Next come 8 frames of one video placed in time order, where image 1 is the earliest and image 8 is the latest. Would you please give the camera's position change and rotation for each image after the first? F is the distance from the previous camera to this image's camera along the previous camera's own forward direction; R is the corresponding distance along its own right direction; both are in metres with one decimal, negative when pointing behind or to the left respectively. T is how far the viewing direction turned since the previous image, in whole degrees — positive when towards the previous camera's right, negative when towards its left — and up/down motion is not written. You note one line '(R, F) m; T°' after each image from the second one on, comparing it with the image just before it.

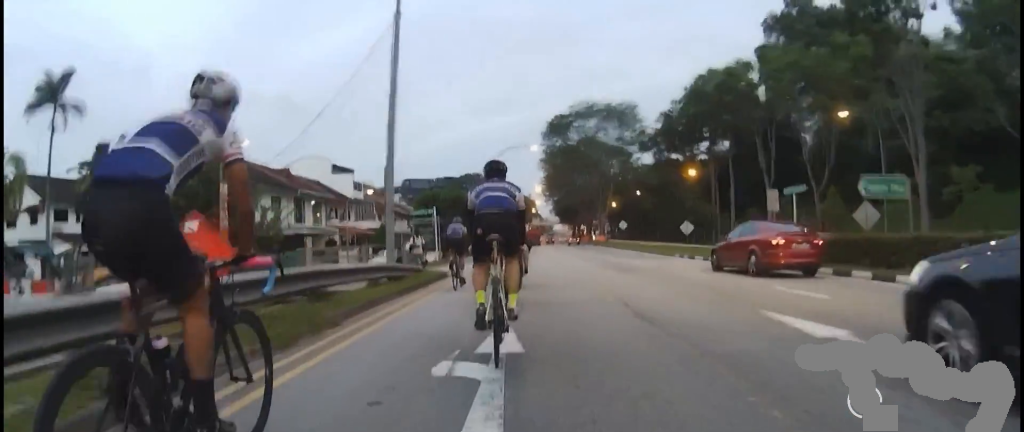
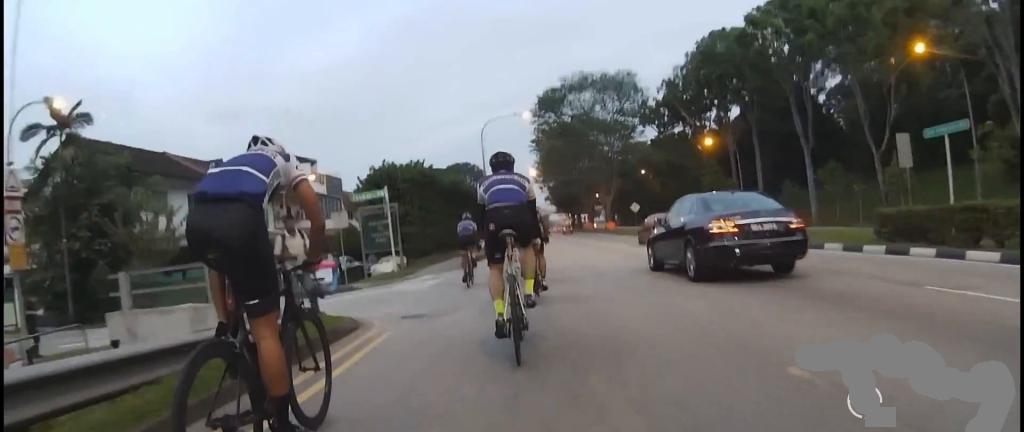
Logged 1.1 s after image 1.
(-0.6, +10.5) m; -2°
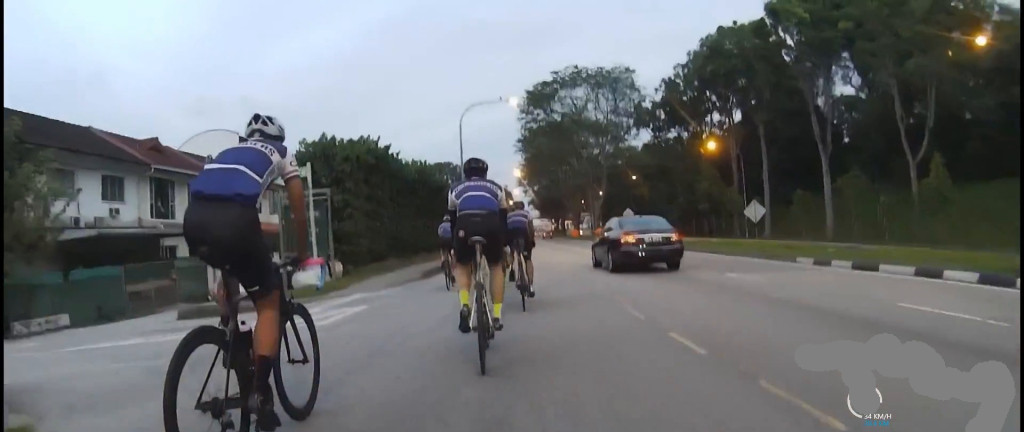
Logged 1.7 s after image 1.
(0.0, +6.1) m; +2°
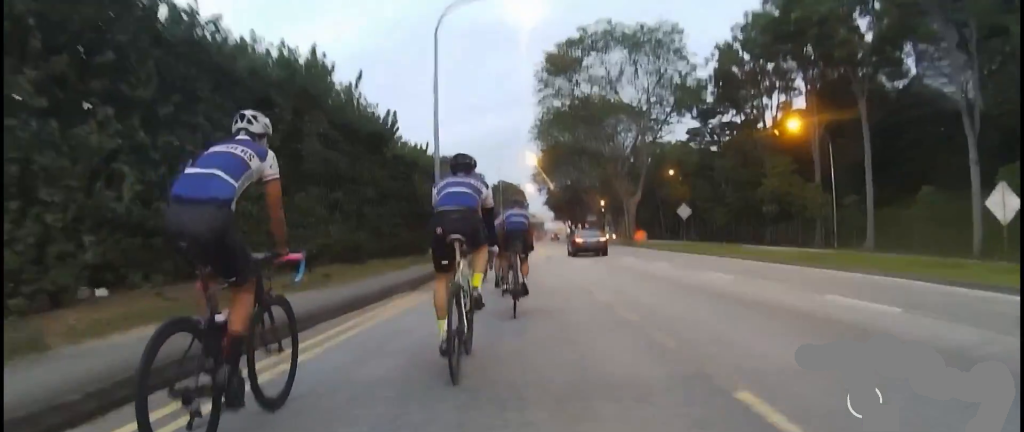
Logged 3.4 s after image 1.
(+1.3, +16.1) m; +10°
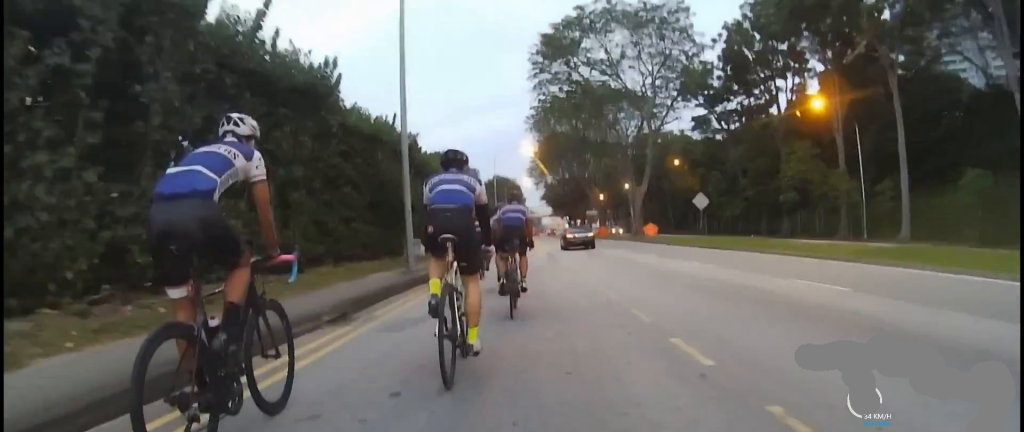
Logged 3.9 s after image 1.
(+0.4, +4.9) m; 0°
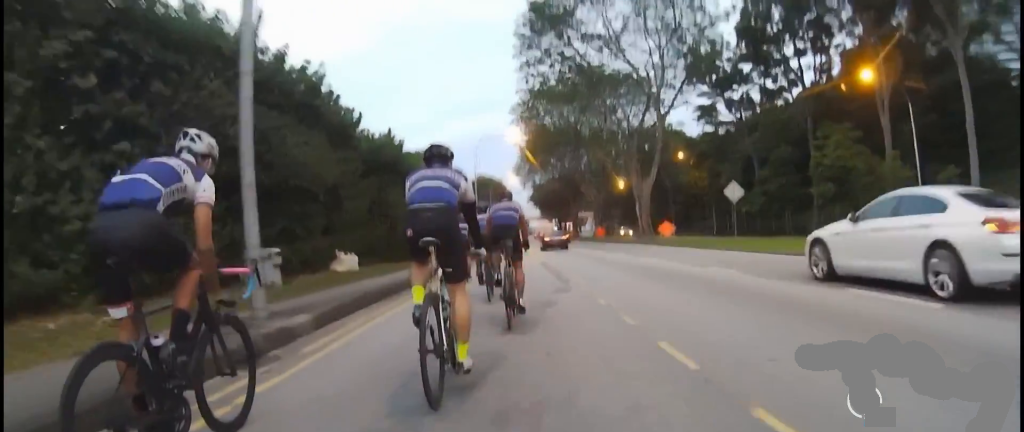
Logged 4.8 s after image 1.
(+0.1, +8.0) m; -2°
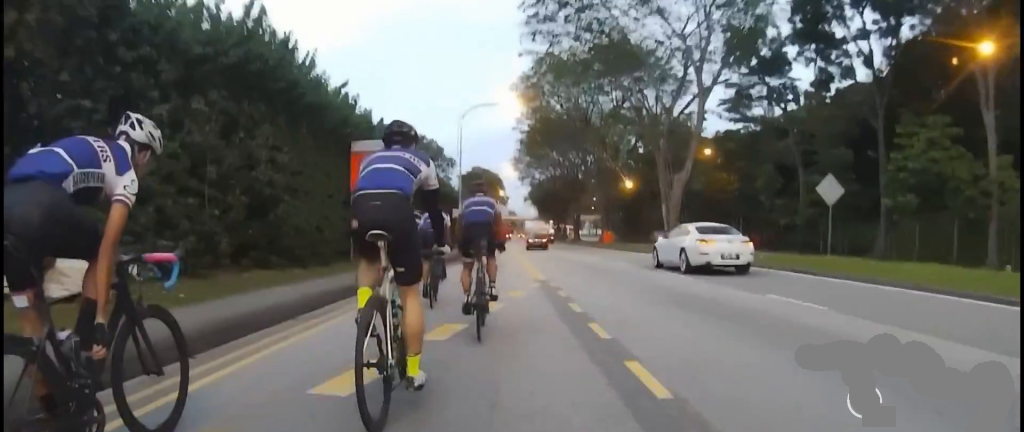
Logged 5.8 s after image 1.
(-0.7, +10.0) m; -7°
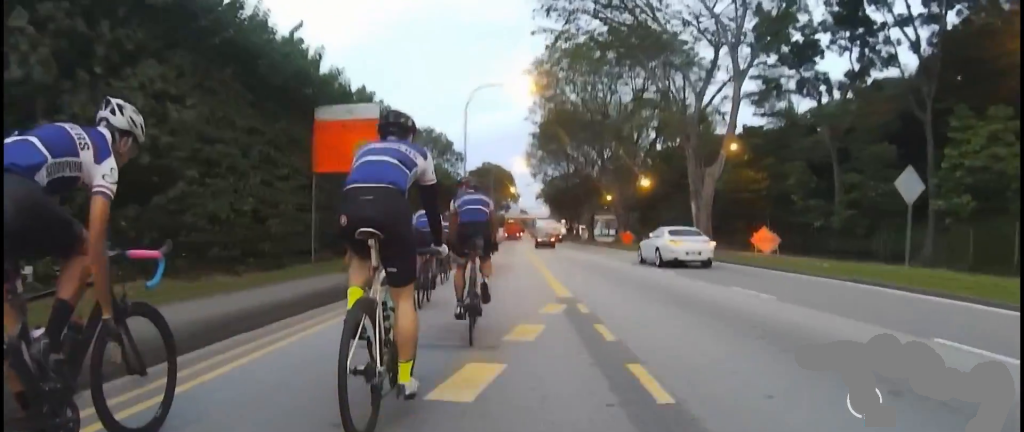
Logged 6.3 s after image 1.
(+0.1, +4.0) m; -3°
